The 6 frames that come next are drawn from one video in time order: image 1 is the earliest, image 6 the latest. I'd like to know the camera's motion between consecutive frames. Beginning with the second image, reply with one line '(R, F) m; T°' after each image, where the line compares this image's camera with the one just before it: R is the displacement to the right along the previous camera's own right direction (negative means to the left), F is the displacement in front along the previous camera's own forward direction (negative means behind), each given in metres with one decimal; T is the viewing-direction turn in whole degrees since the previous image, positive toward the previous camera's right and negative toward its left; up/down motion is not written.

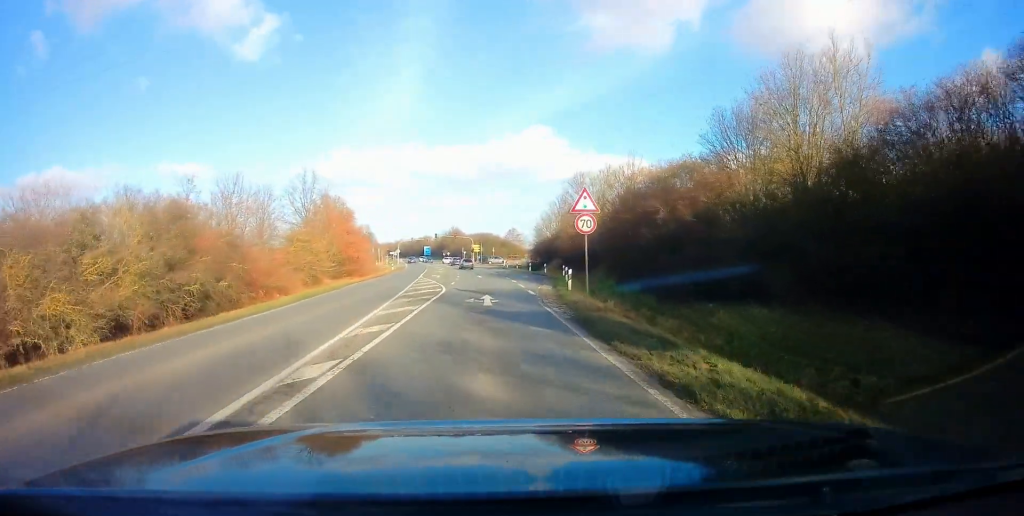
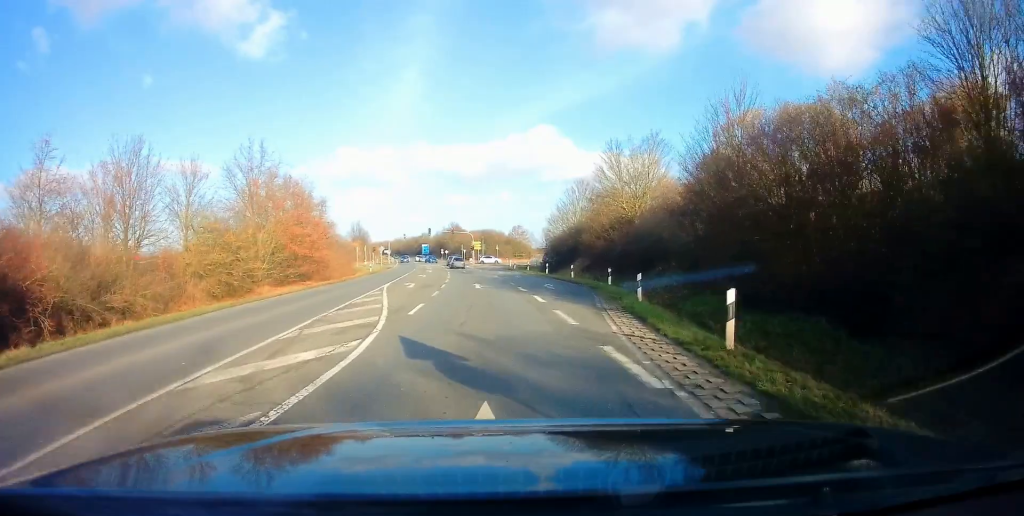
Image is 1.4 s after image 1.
(-0.1, +16.2) m; +1°
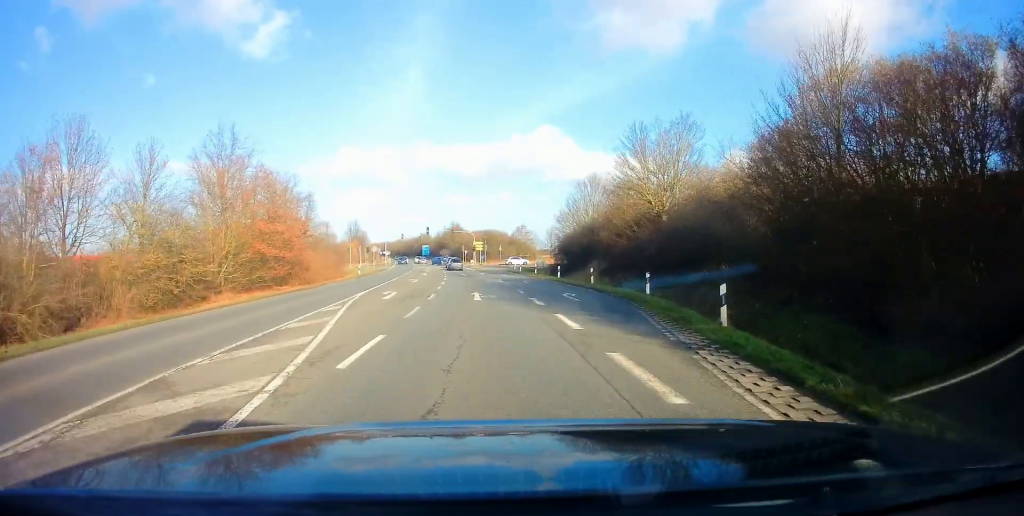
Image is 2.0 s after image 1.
(+0.2, +6.5) m; 0°
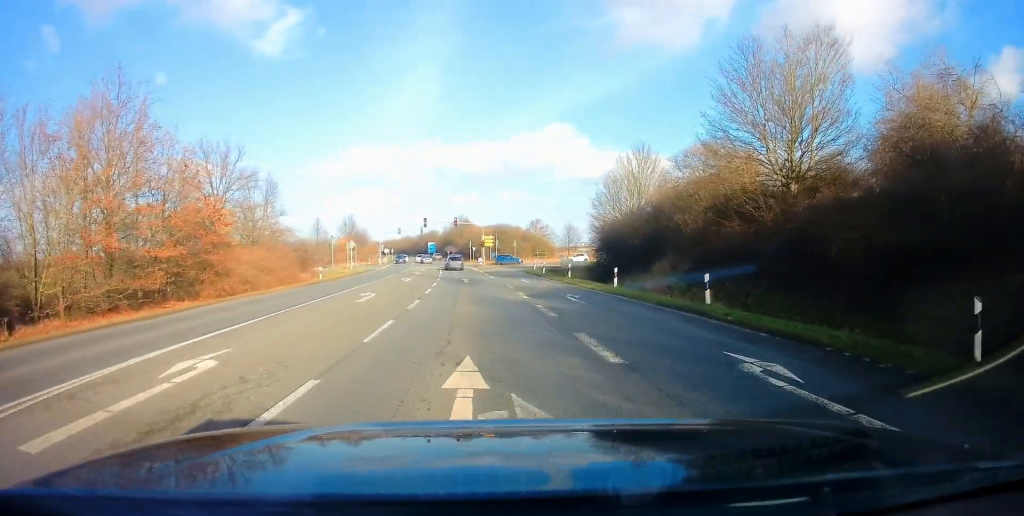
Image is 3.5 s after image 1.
(-0.4, +16.0) m; -2°
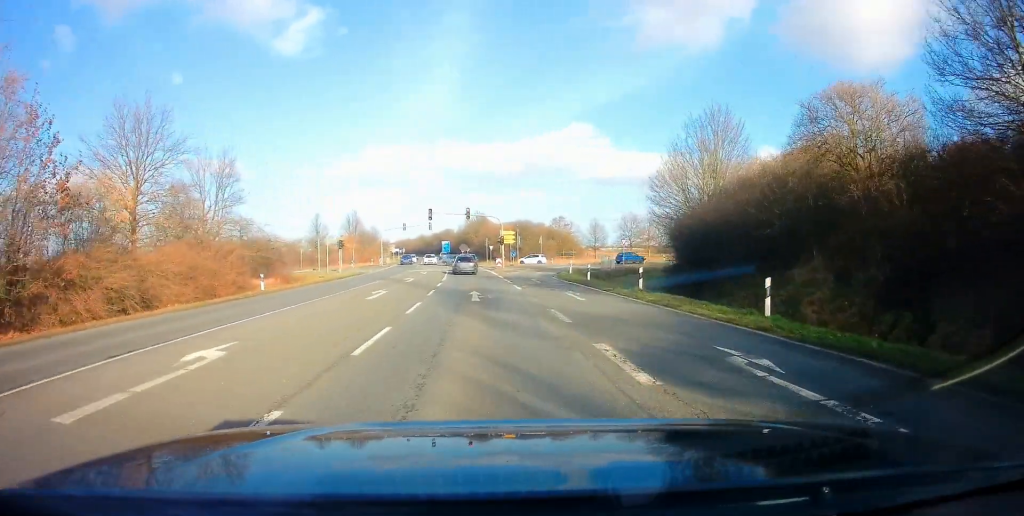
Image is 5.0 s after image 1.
(-0.1, +13.1) m; -1°
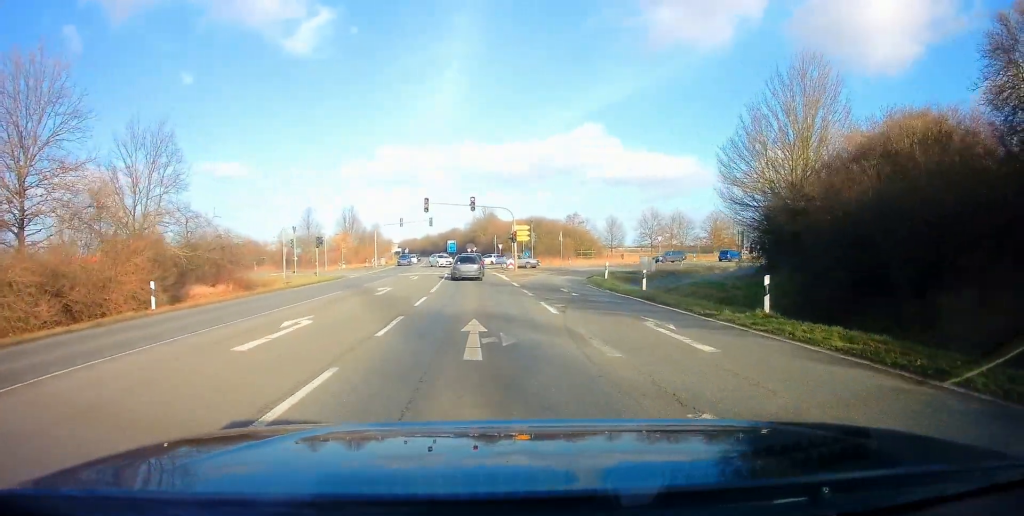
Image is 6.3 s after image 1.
(0.0, +10.1) m; +1°
